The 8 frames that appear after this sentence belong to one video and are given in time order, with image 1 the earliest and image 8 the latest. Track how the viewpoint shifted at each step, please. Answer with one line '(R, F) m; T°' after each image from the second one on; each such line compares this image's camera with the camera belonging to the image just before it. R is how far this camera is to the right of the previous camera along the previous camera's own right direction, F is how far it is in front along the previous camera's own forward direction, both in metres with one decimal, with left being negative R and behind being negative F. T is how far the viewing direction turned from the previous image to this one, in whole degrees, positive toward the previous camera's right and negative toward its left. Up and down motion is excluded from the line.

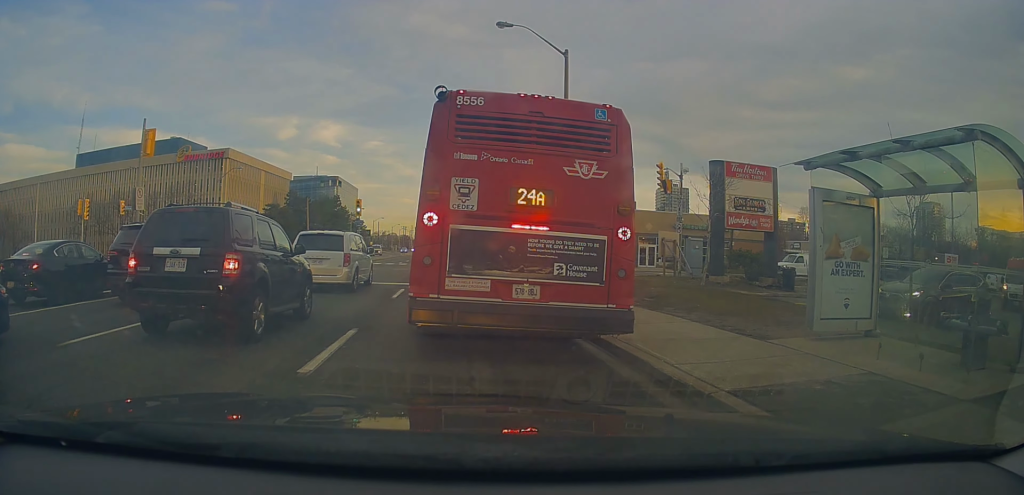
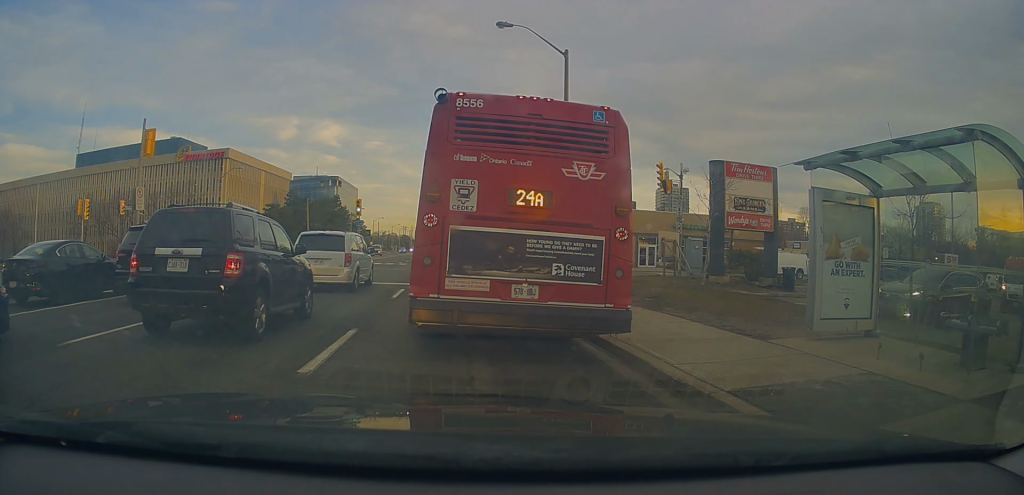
(0.0, 0.0) m; 0°
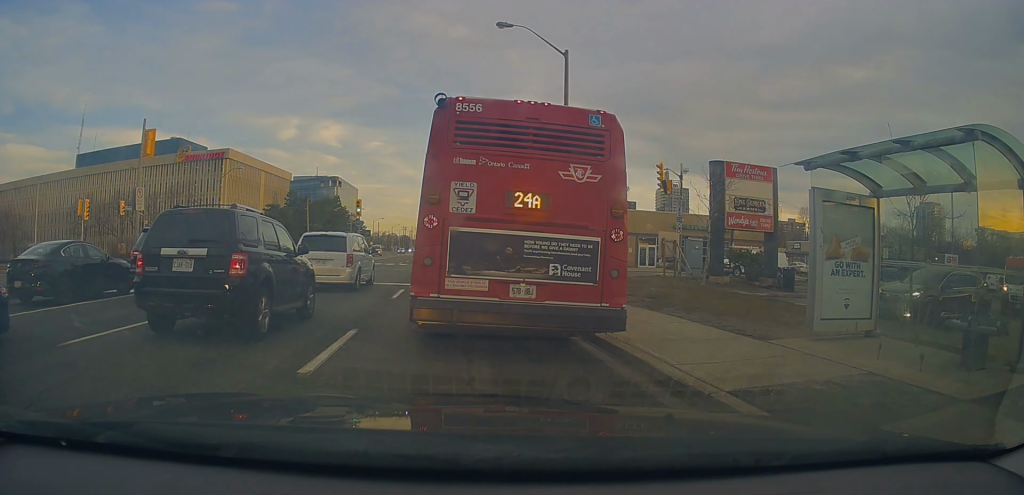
(0.0, 0.0) m; 0°
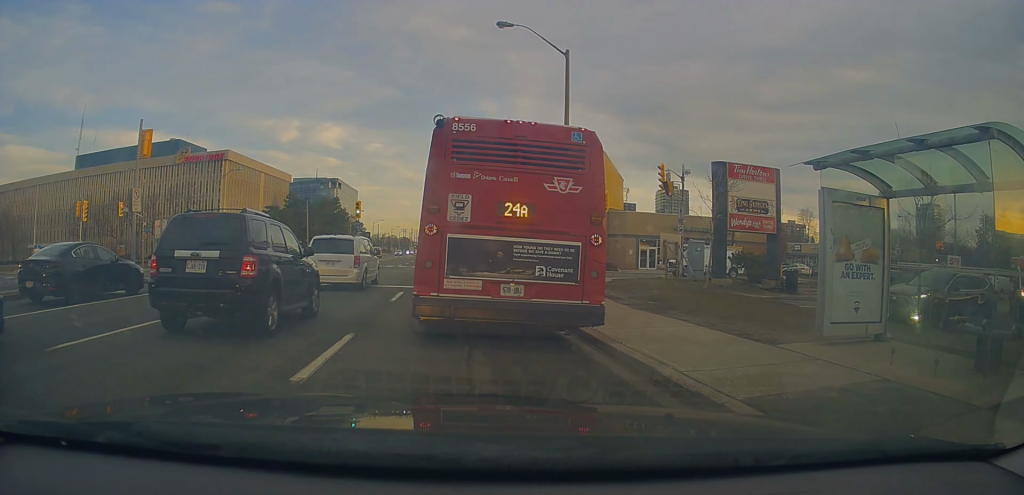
(-0.2, +0.4) m; 0°
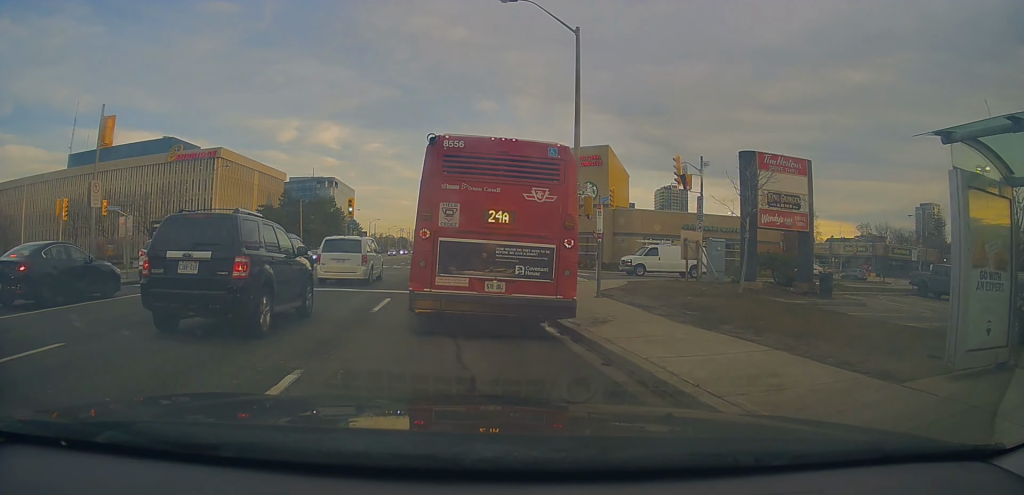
(-0.2, +3.2) m; 0°
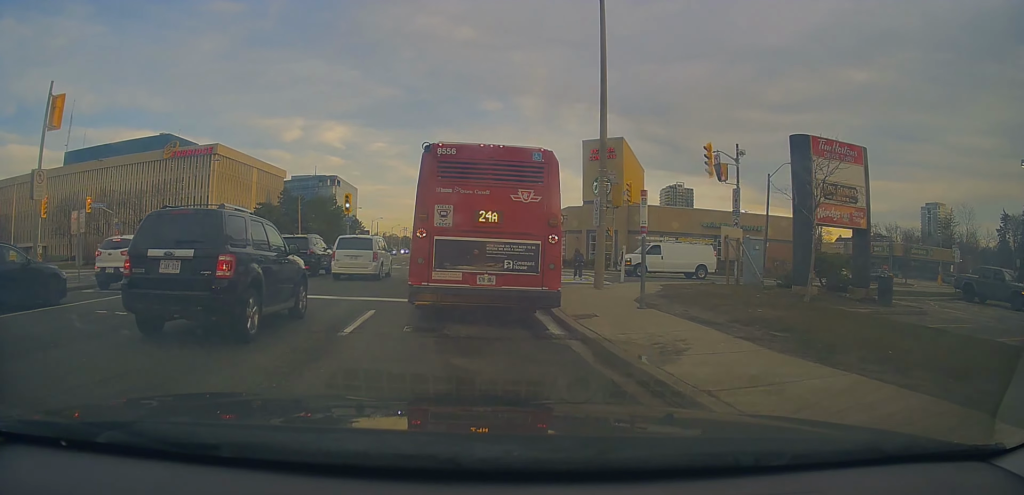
(+0.1, +3.8) m; -1°
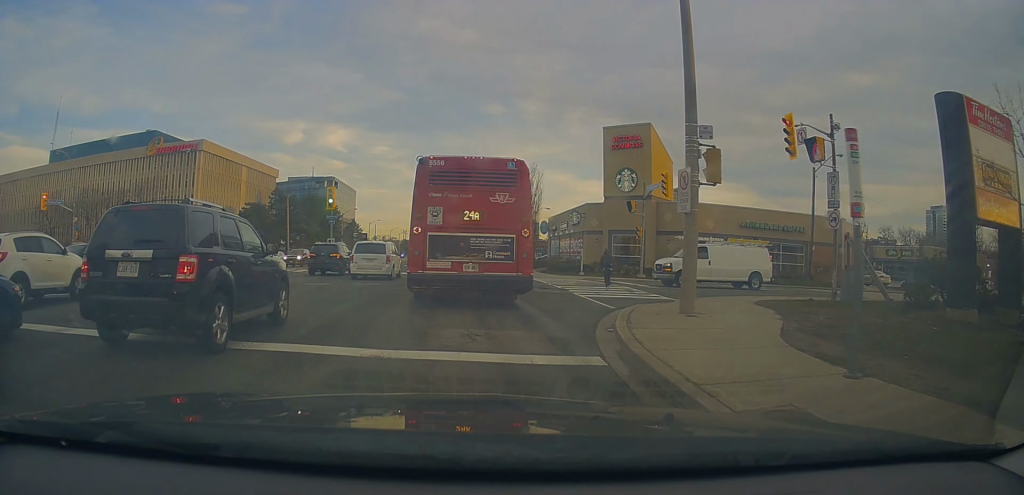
(-0.2, +7.5) m; -2°
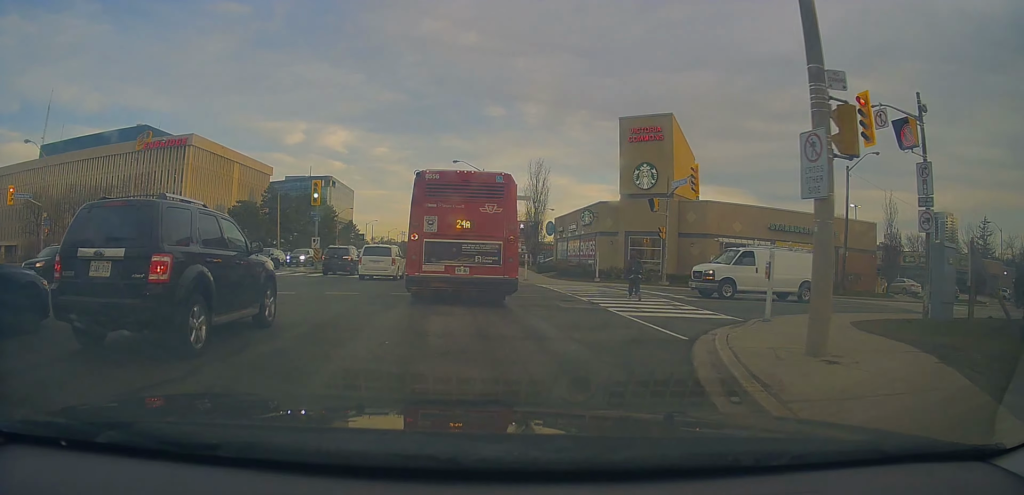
(0.0, +4.7) m; +1°
